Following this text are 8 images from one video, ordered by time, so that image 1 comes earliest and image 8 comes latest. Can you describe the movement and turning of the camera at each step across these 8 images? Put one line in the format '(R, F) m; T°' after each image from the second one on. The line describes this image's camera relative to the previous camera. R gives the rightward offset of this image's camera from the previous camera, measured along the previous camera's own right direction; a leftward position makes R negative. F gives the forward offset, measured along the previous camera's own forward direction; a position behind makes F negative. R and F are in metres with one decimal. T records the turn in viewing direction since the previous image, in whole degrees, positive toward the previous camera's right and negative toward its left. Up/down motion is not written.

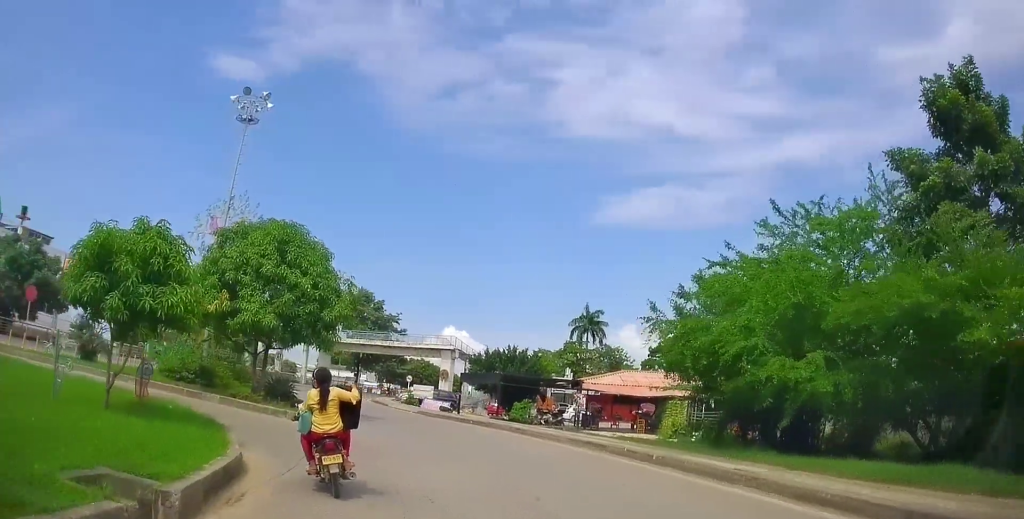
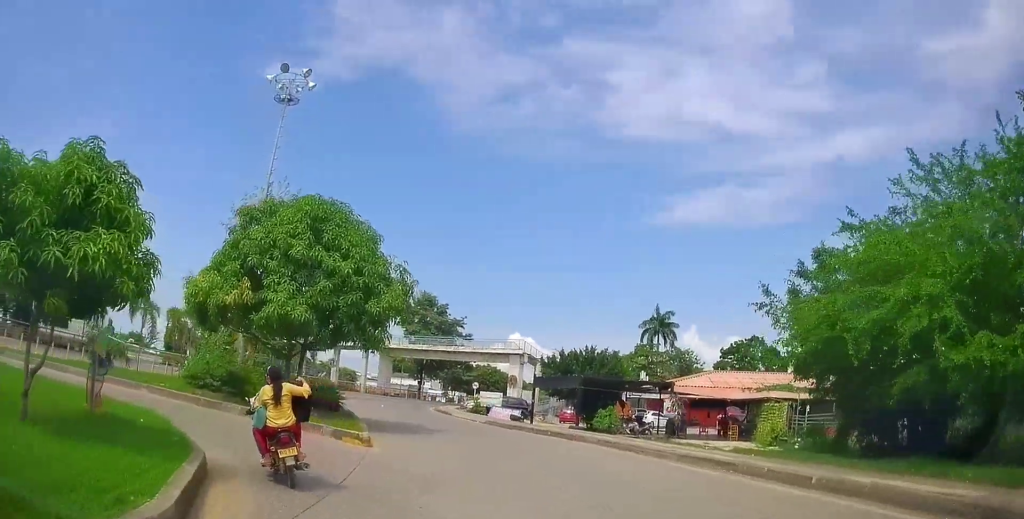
(-0.4, +3.6) m; -4°
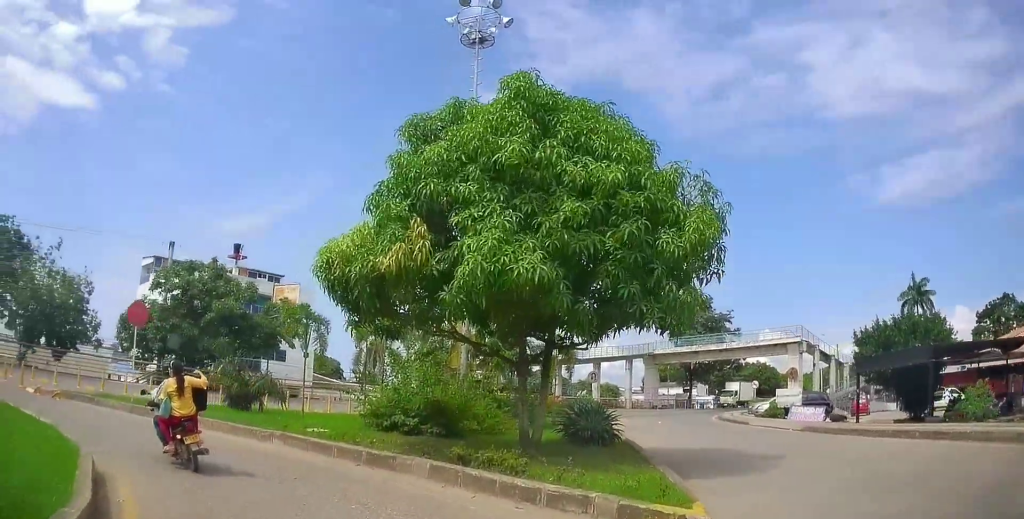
(-0.5, +8.3) m; -20°
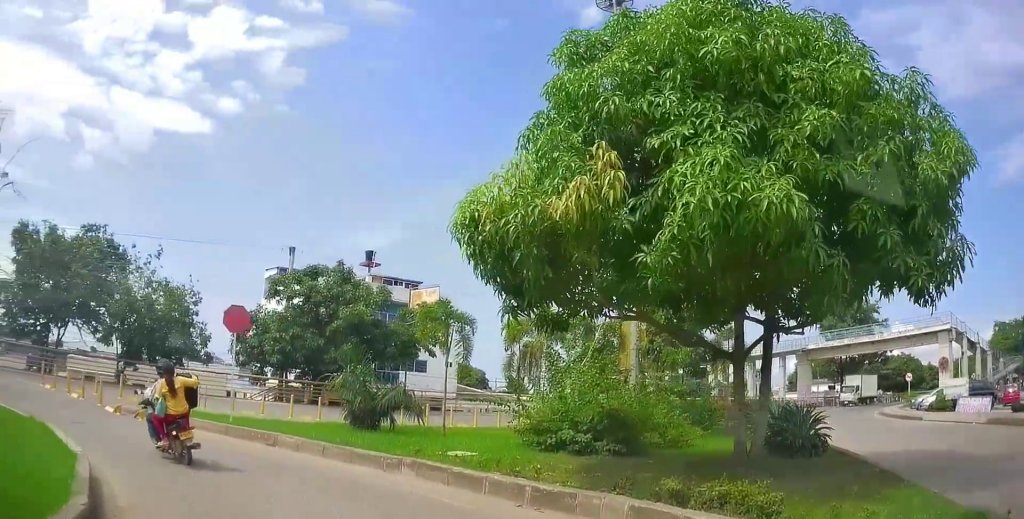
(-0.2, +3.2) m; -21°
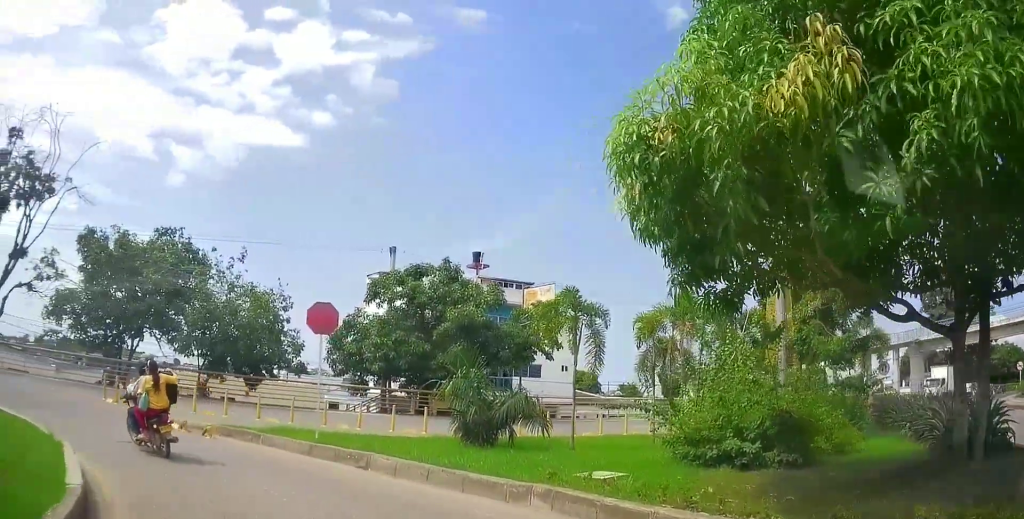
(-0.9, +2.2) m; -20°
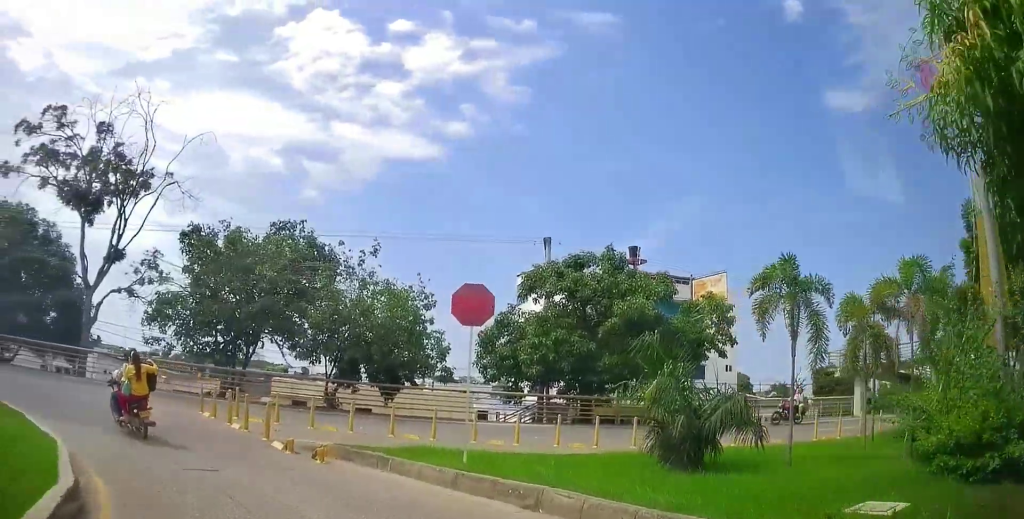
(-0.5, +2.7) m; -9°
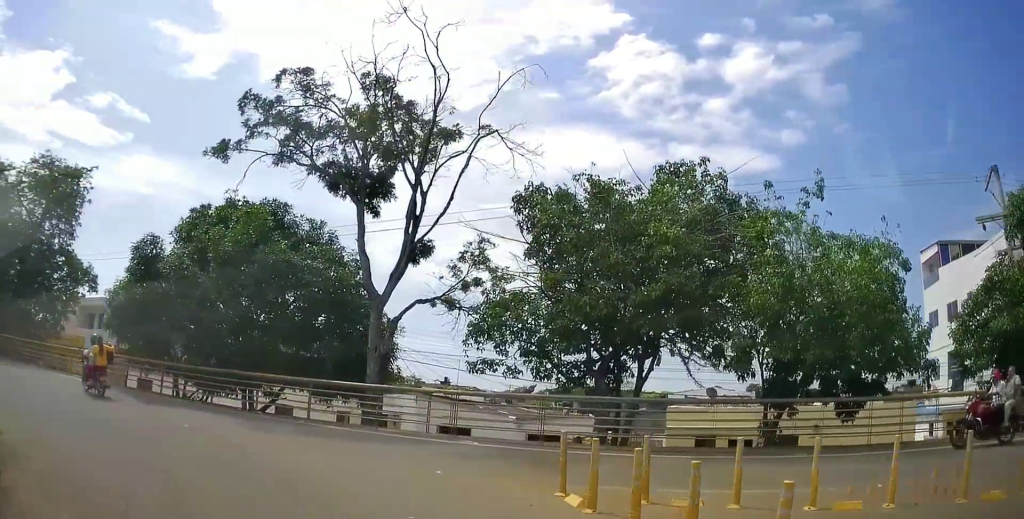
(-1.7, +6.7) m; -37°
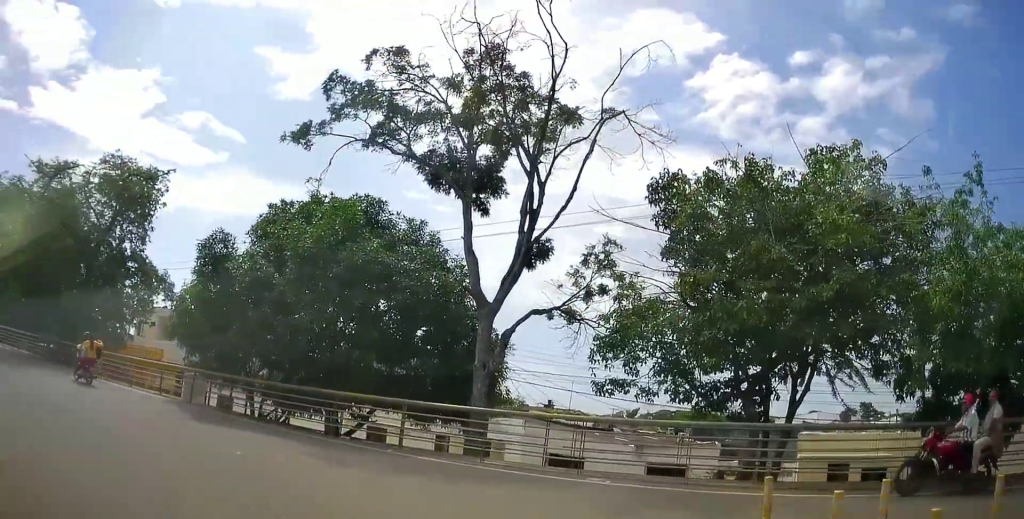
(-0.2, +2.6) m; -8°
